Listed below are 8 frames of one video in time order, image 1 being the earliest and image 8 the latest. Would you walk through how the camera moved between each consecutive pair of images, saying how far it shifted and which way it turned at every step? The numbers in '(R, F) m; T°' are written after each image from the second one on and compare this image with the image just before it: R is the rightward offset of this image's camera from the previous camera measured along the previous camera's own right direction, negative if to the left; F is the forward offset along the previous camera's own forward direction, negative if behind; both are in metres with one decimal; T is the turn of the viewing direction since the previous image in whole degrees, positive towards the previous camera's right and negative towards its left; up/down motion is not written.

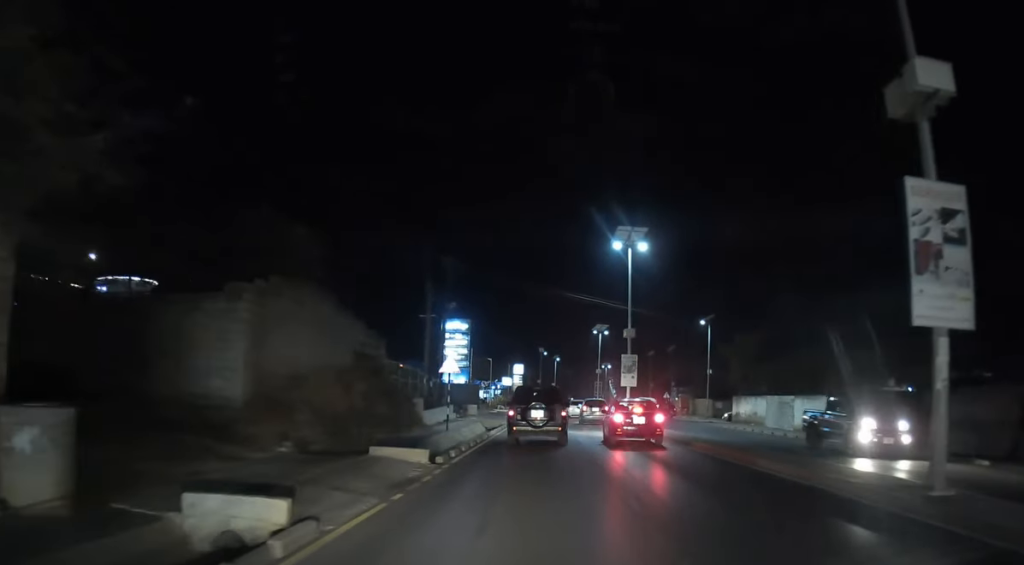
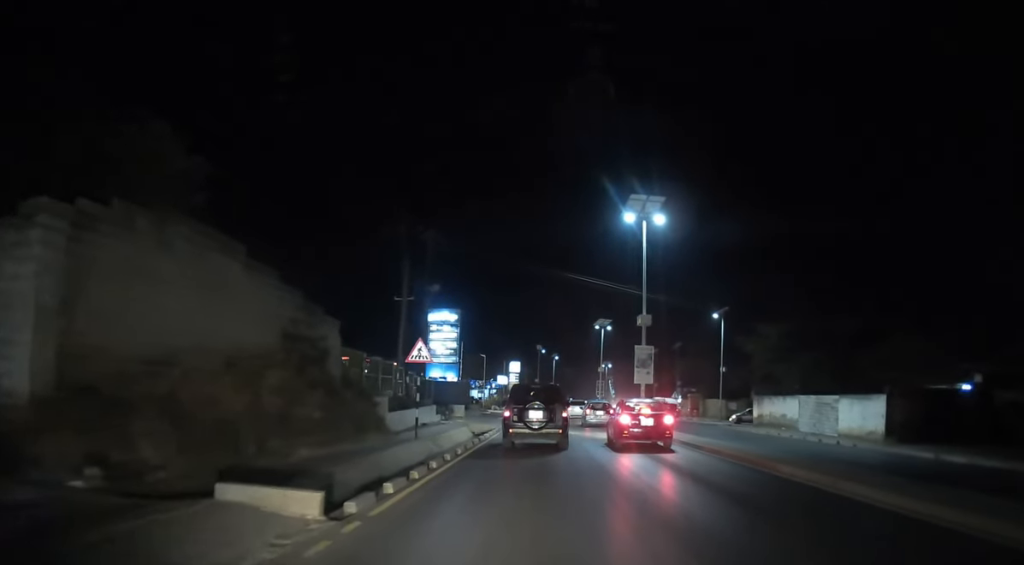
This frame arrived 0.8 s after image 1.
(0.0, +7.5) m; 0°
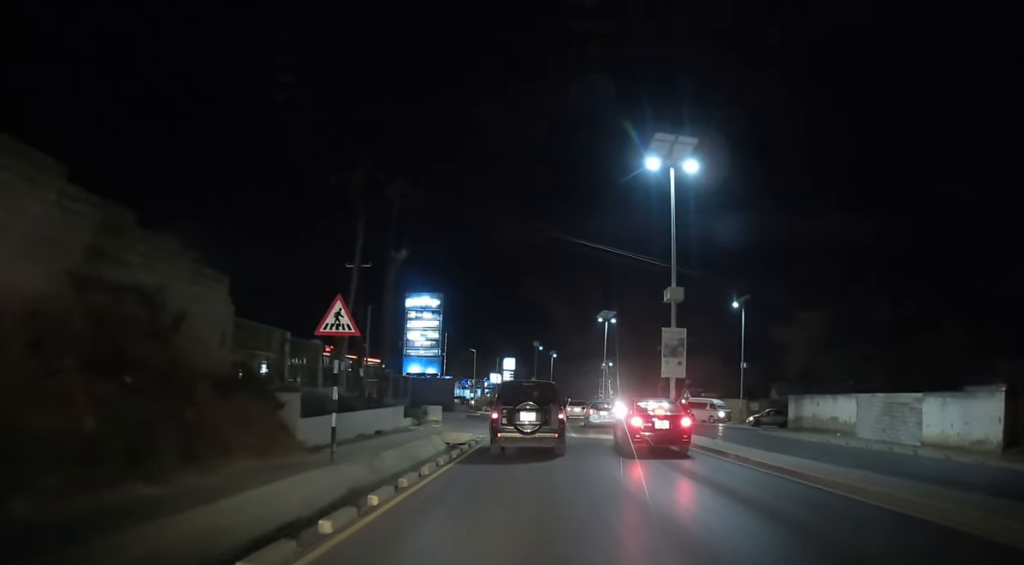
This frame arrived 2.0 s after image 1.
(0.0, +9.7) m; 0°
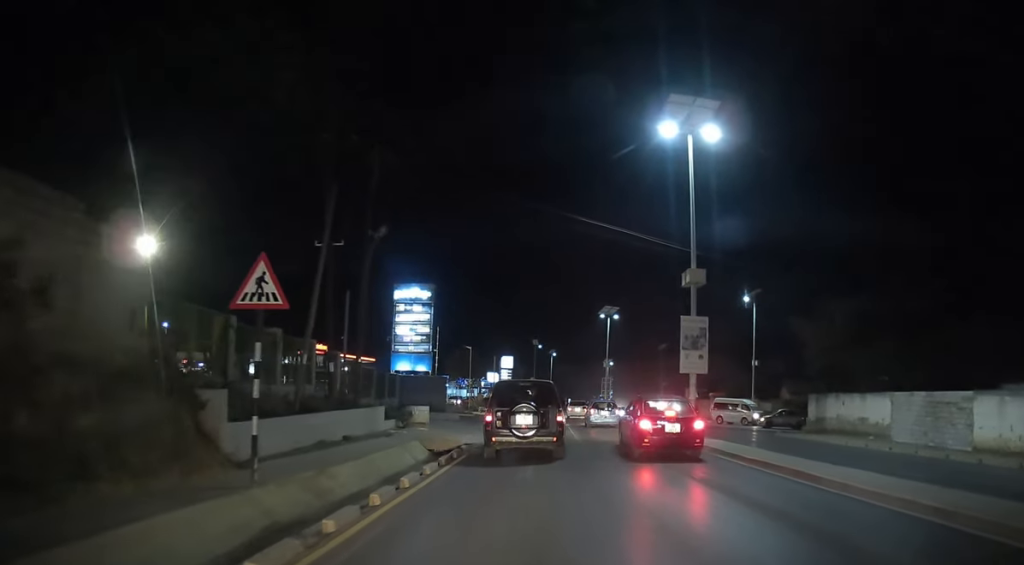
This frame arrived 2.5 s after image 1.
(0.0, +4.3) m; 0°
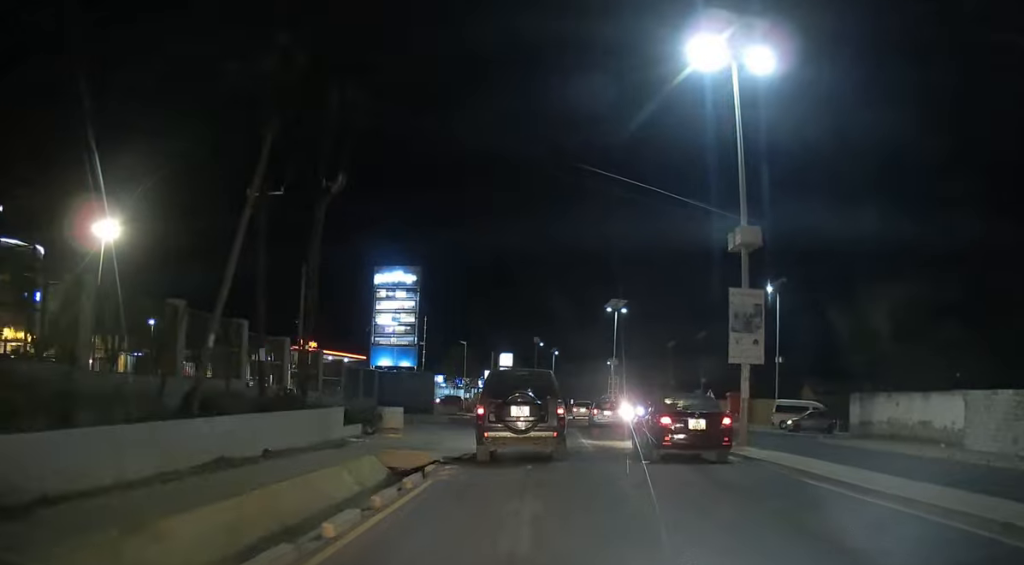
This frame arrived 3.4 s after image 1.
(-0.1, +6.5) m; 0°
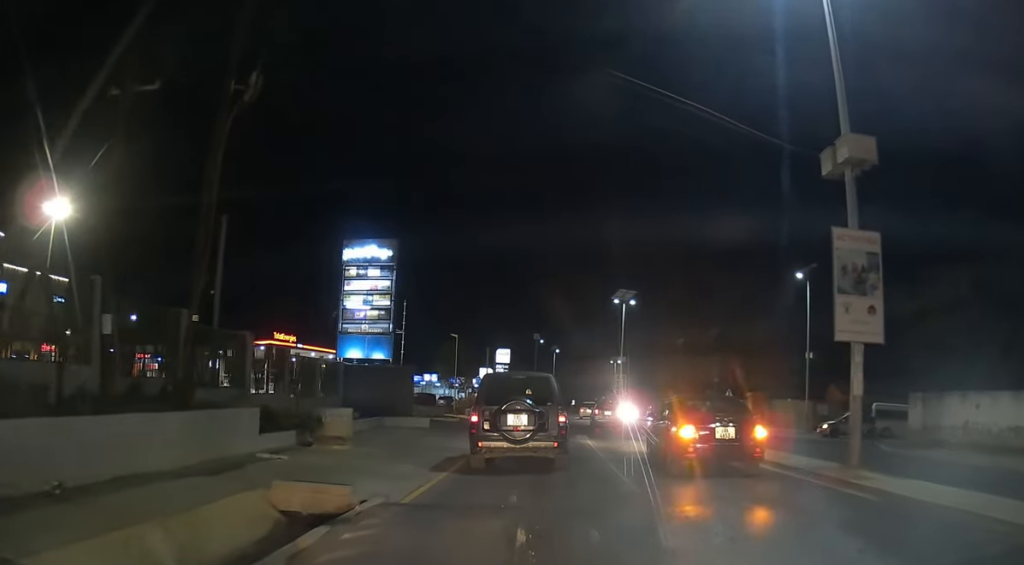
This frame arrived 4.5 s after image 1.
(+0.1, +7.2) m; +1°
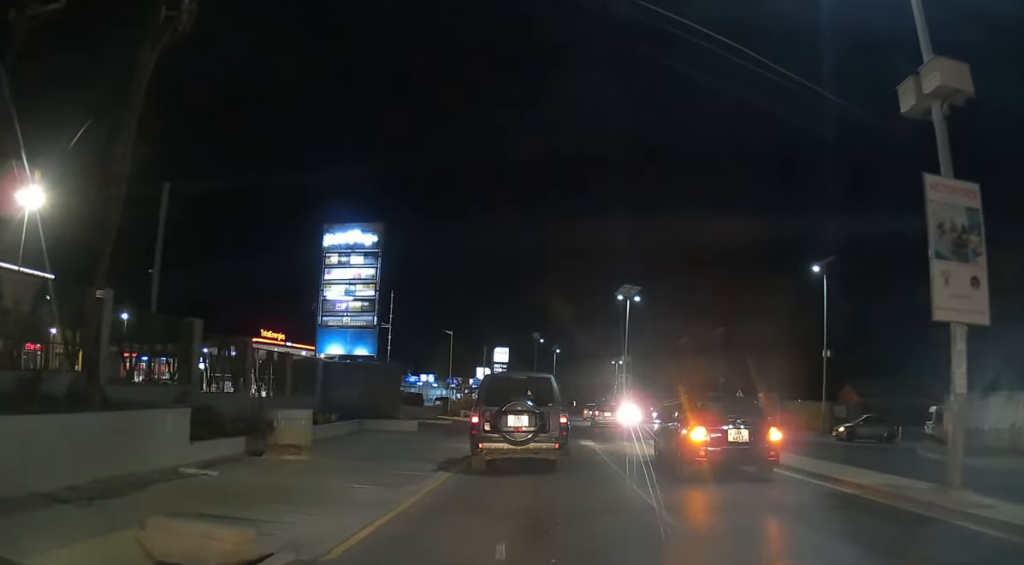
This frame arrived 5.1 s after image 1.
(0.0, +3.5) m; -1°
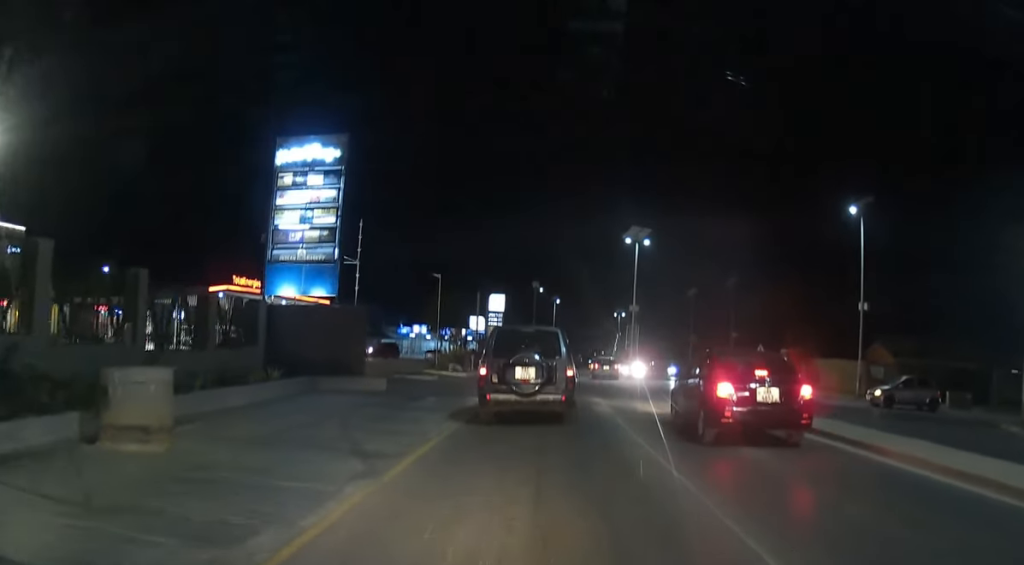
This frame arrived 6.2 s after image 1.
(-0.1, +6.1) m; 0°
